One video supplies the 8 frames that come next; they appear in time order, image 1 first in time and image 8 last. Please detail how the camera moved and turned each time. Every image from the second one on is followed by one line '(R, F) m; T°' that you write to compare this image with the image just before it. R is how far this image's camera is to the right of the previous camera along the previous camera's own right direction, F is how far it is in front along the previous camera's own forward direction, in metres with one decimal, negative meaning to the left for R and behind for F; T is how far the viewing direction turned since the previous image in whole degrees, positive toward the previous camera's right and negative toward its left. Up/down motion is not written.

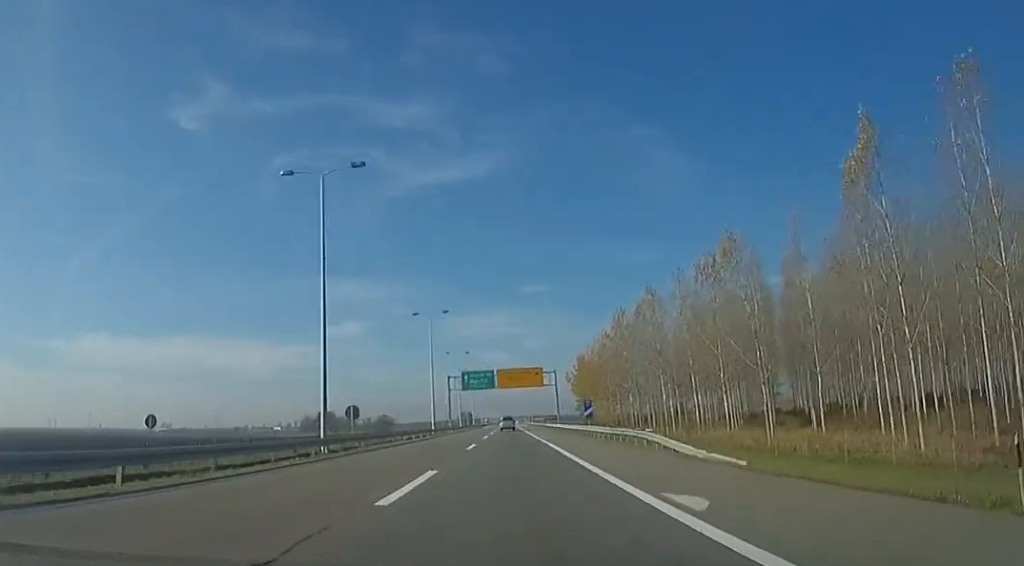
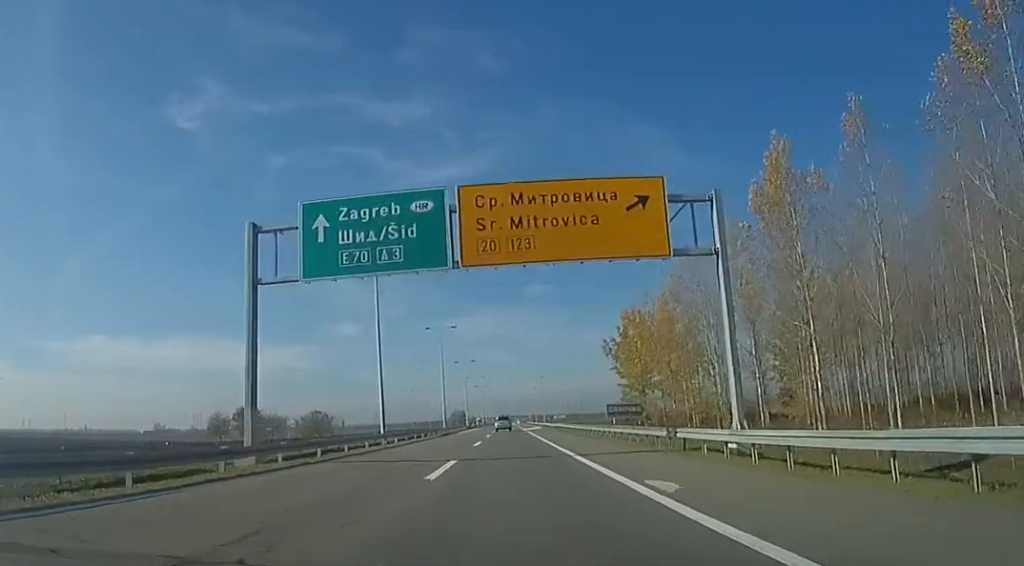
(-0.7, +68.0) m; 0°
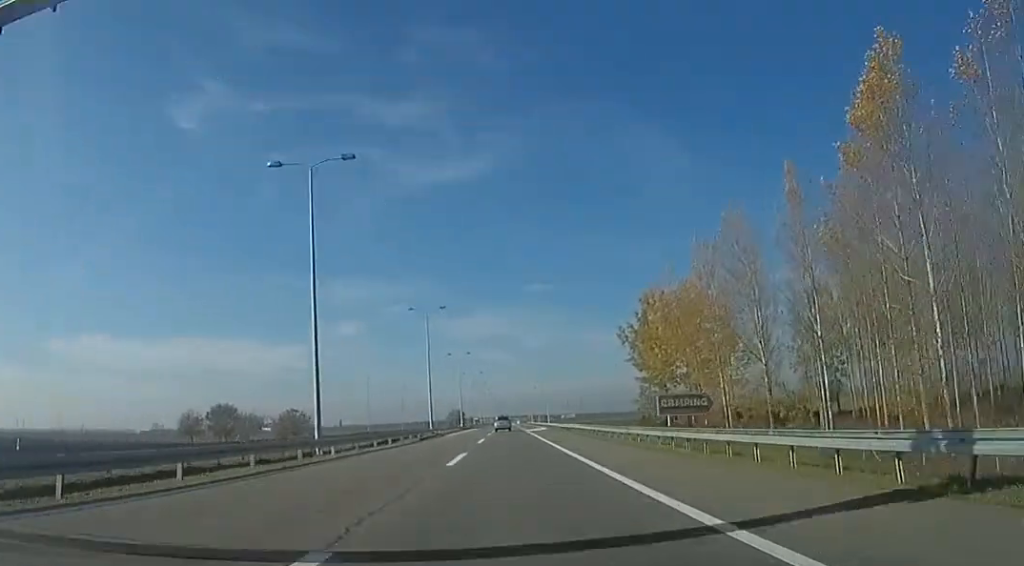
(0.0, +14.1) m; 0°
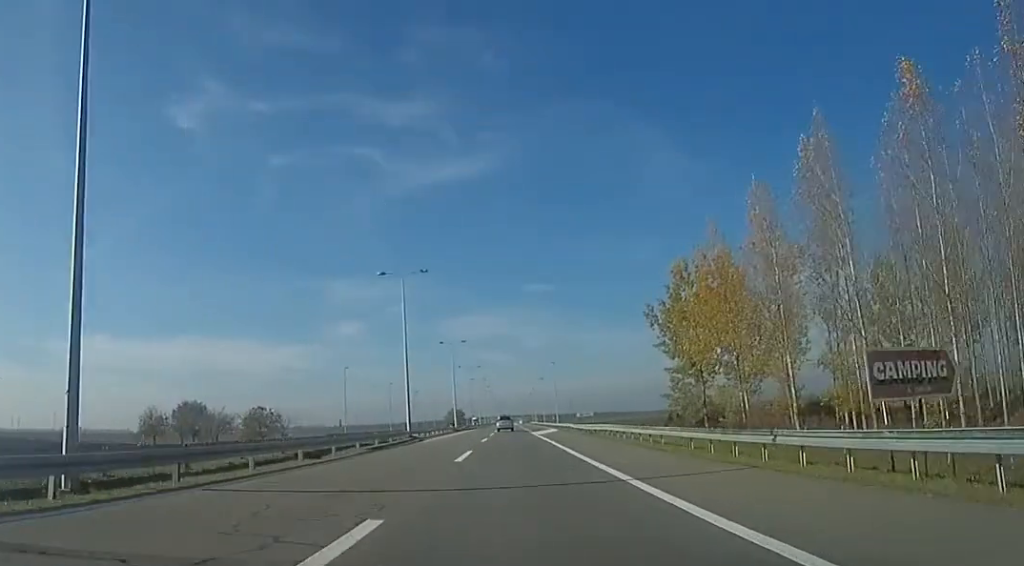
(+0.8, +16.4) m; 0°
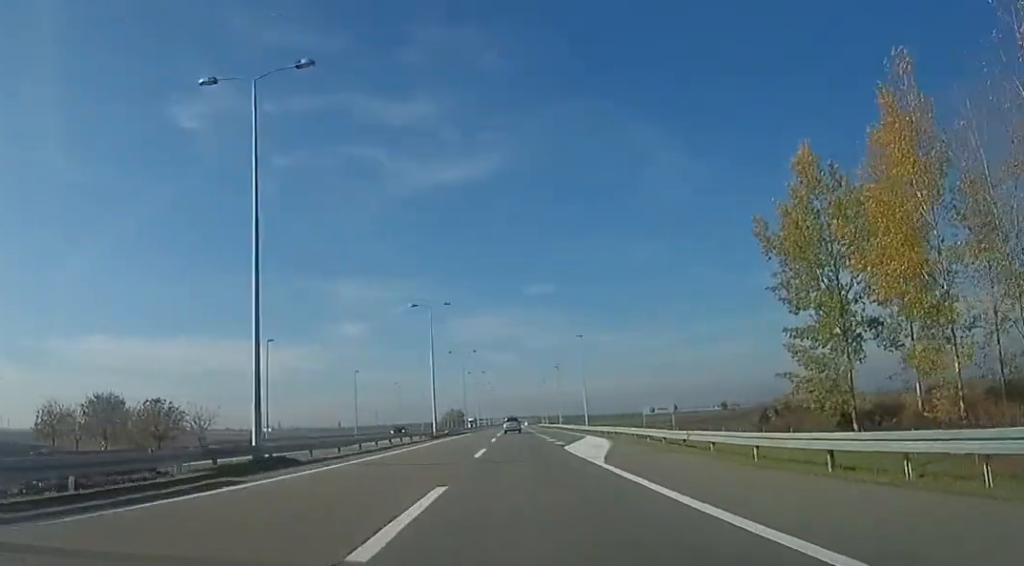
(-0.6, +31.6) m; -2°
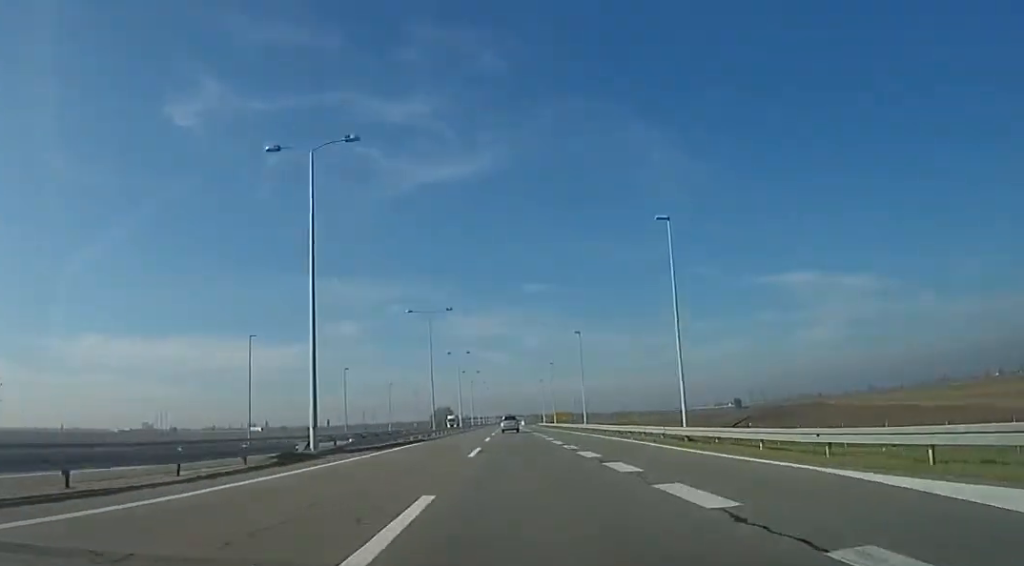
(-0.6, +38.1) m; +1°
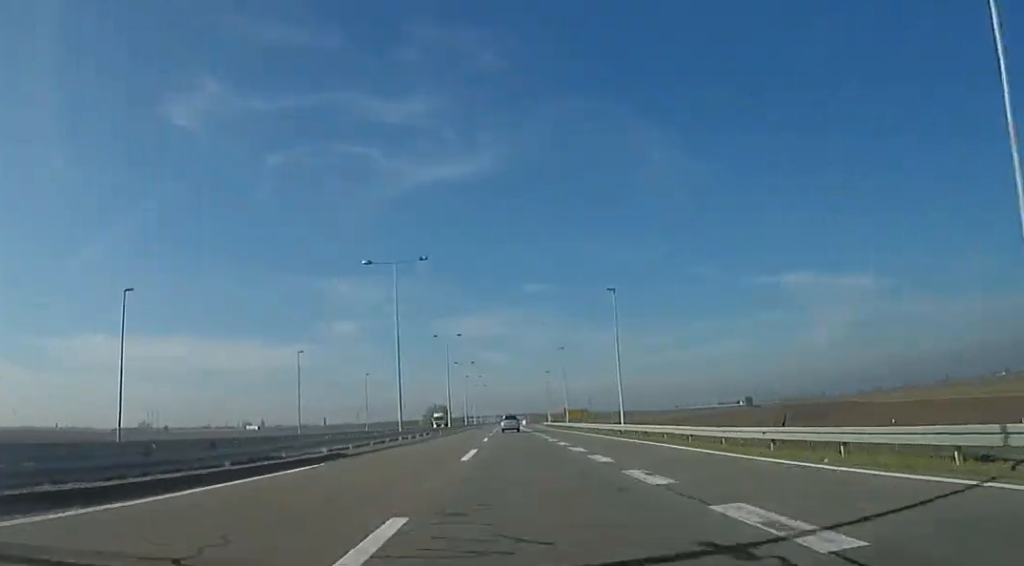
(+0.6, +20.6) m; +1°
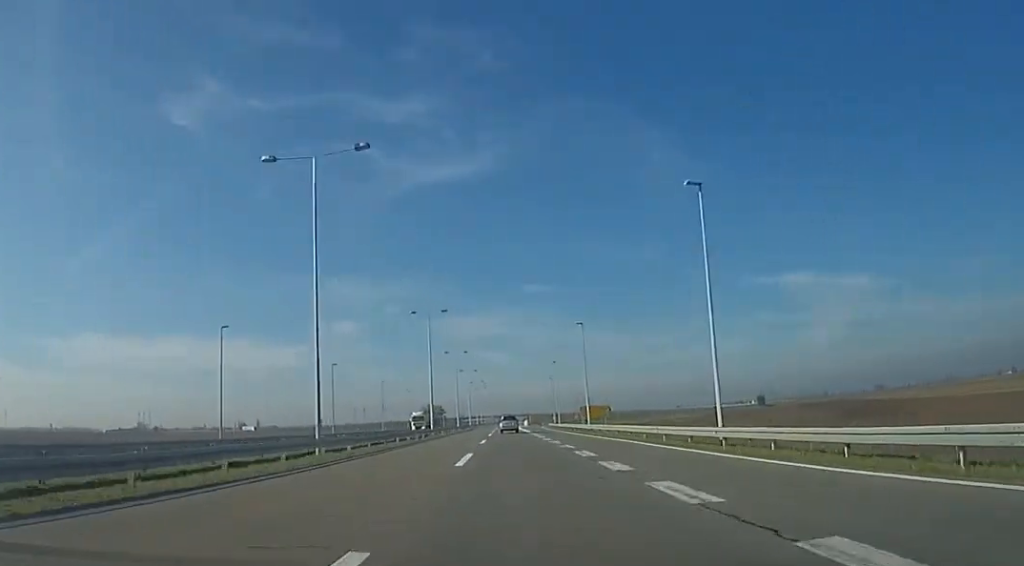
(+0.7, +20.1) m; 0°
